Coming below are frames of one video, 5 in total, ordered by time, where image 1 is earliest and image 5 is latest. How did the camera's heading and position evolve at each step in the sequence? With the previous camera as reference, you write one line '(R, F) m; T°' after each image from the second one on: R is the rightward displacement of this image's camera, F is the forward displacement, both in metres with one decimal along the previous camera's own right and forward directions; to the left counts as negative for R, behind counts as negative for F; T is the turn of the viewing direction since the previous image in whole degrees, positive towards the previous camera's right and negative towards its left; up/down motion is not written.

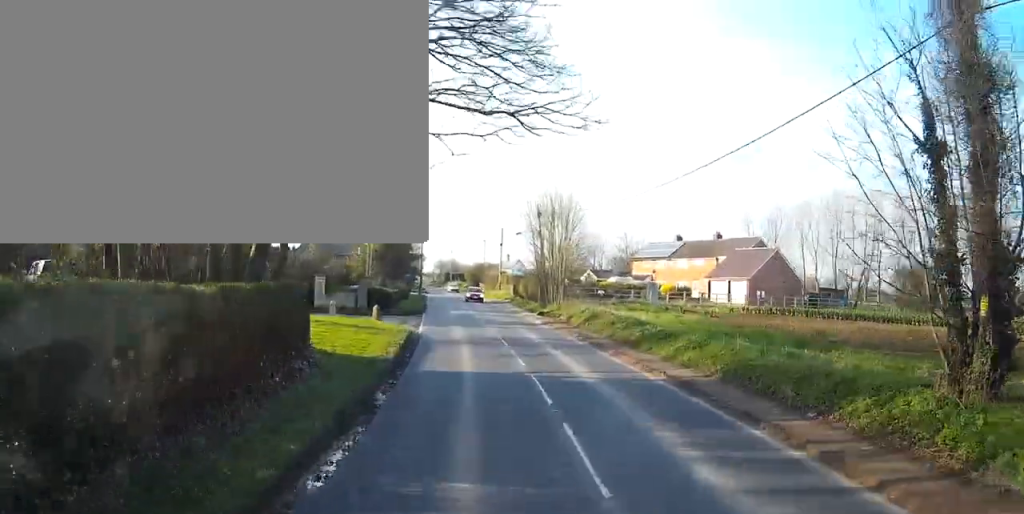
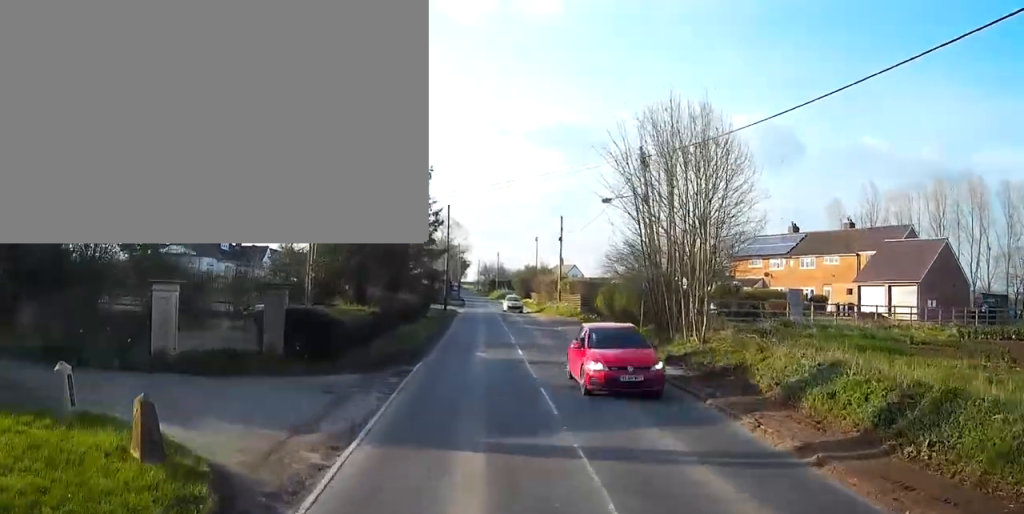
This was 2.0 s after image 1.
(-0.5, +24.2) m; -3°
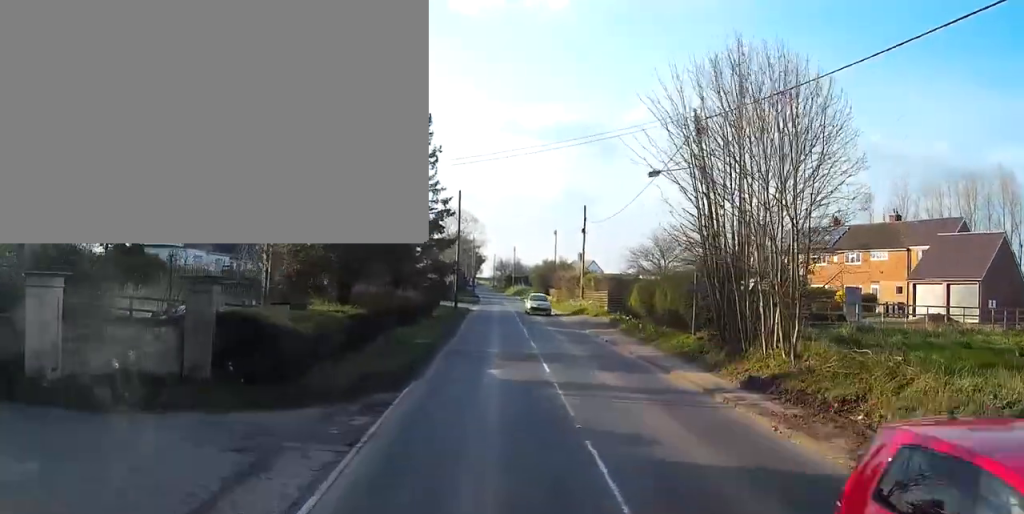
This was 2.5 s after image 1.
(0.0, +5.9) m; -1°
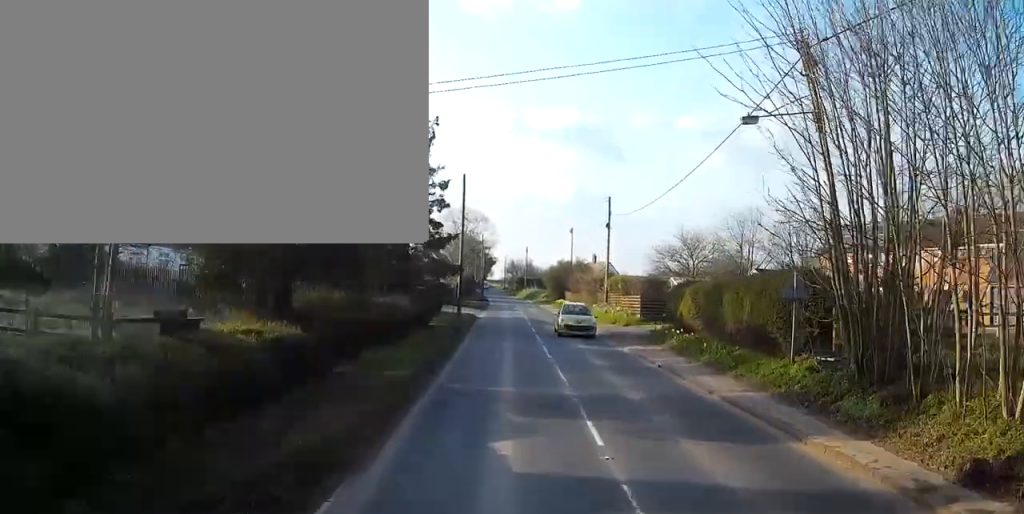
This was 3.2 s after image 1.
(-0.1, +8.2) m; -1°
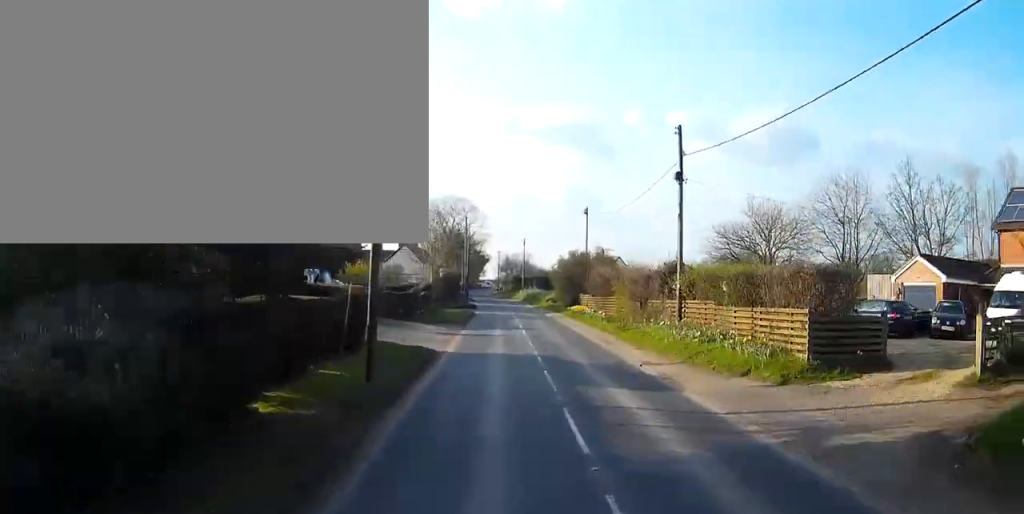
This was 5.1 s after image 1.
(-0.7, +25.1) m; -2°
